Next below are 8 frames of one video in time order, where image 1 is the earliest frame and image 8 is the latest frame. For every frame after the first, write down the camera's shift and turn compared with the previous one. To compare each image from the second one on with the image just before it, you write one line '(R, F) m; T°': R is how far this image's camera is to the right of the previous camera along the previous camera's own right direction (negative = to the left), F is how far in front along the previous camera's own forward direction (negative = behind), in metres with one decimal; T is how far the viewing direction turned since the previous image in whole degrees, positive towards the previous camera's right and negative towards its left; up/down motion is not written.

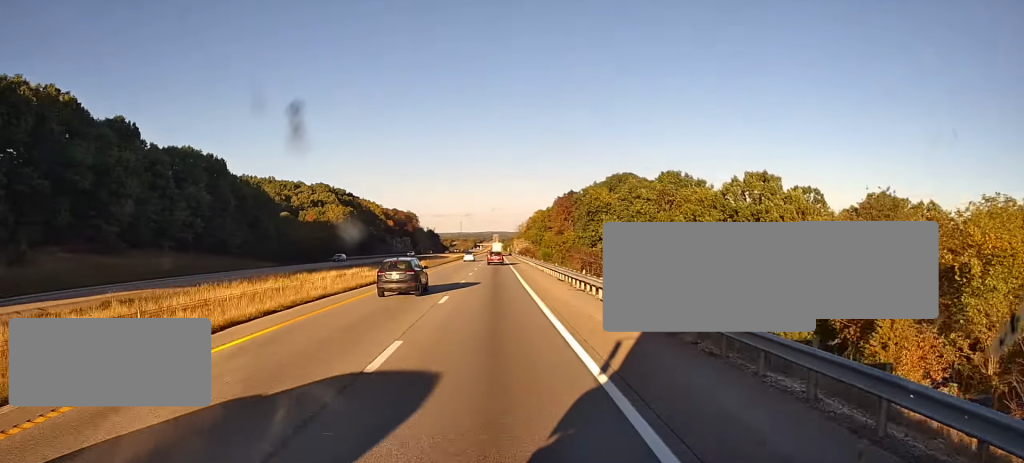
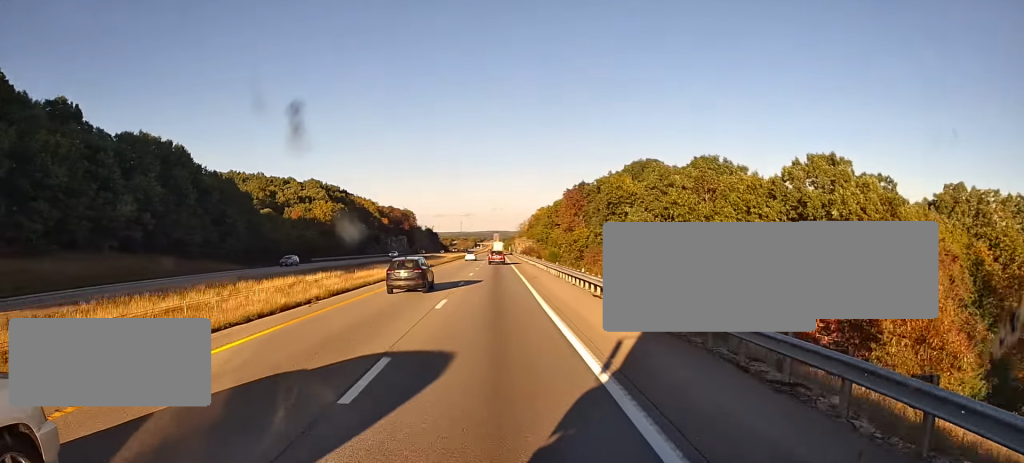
(-0.3, +14.2) m; -1°
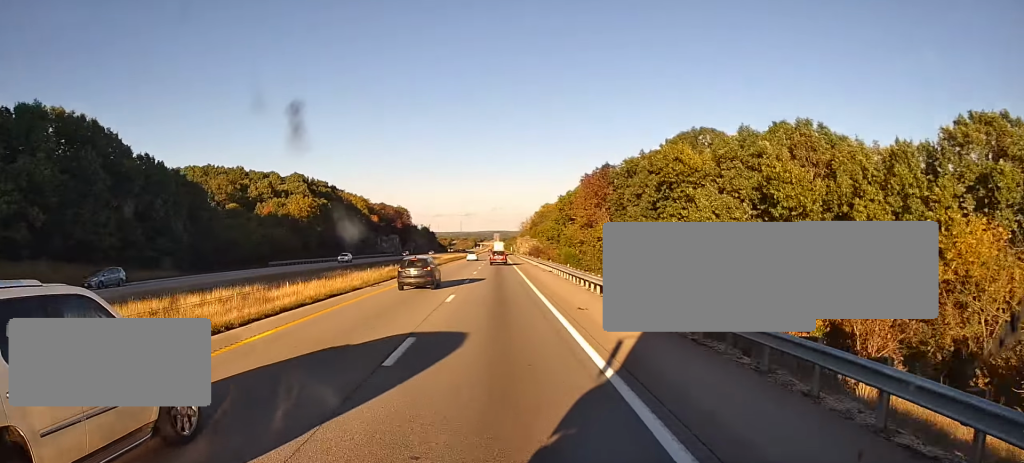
(0.0, +21.9) m; 0°
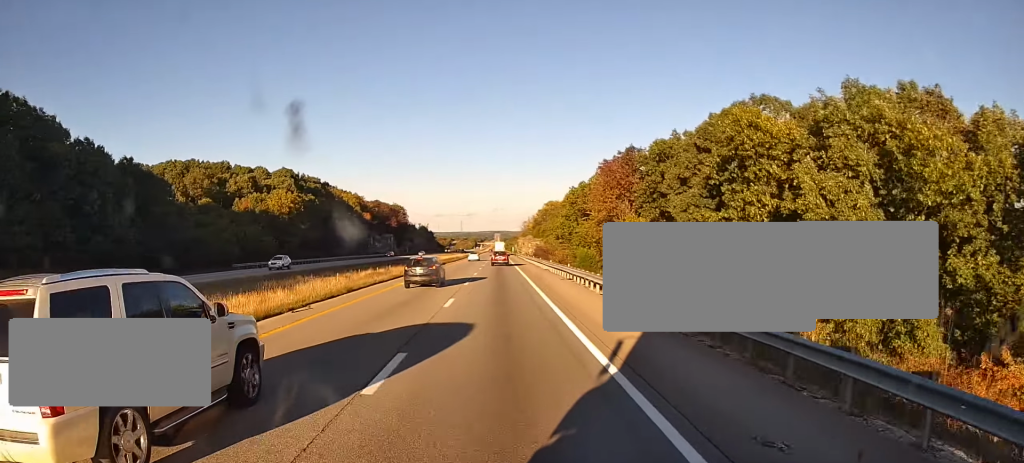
(0.0, +14.2) m; 0°
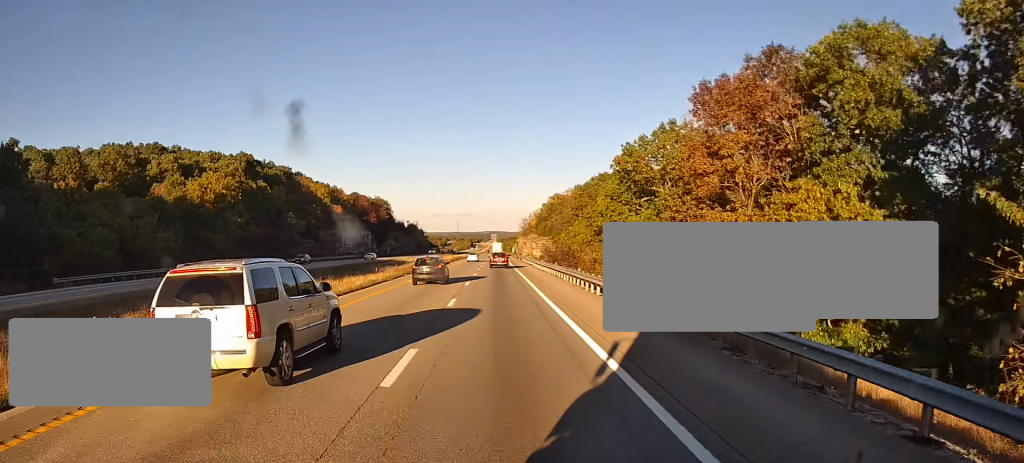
(+0.2, +36.0) m; -1°
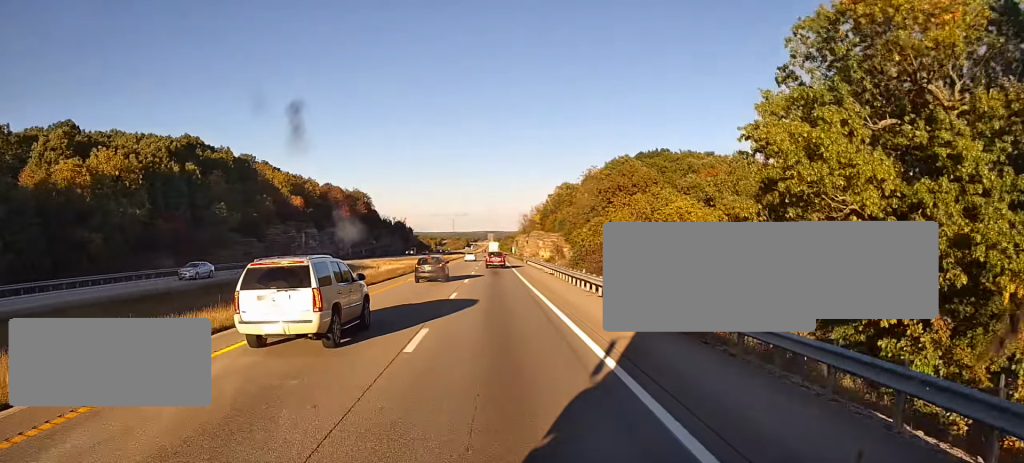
(-0.6, +33.9) m; 0°
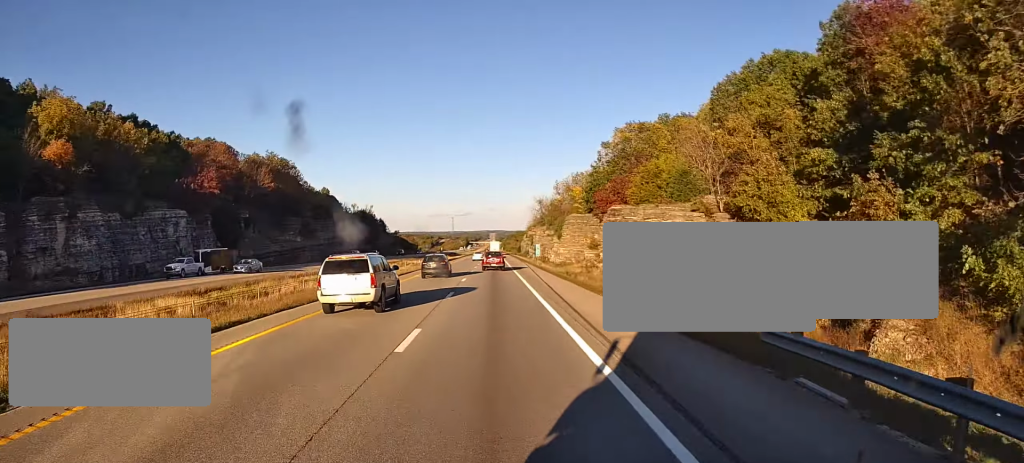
(+1.7, +85.7) m; +1°
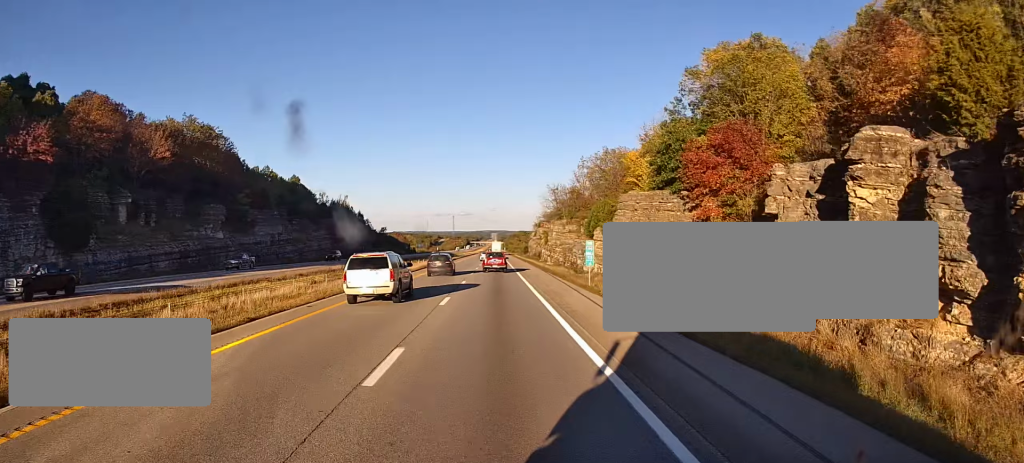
(-0.4, +39.8) m; +1°
